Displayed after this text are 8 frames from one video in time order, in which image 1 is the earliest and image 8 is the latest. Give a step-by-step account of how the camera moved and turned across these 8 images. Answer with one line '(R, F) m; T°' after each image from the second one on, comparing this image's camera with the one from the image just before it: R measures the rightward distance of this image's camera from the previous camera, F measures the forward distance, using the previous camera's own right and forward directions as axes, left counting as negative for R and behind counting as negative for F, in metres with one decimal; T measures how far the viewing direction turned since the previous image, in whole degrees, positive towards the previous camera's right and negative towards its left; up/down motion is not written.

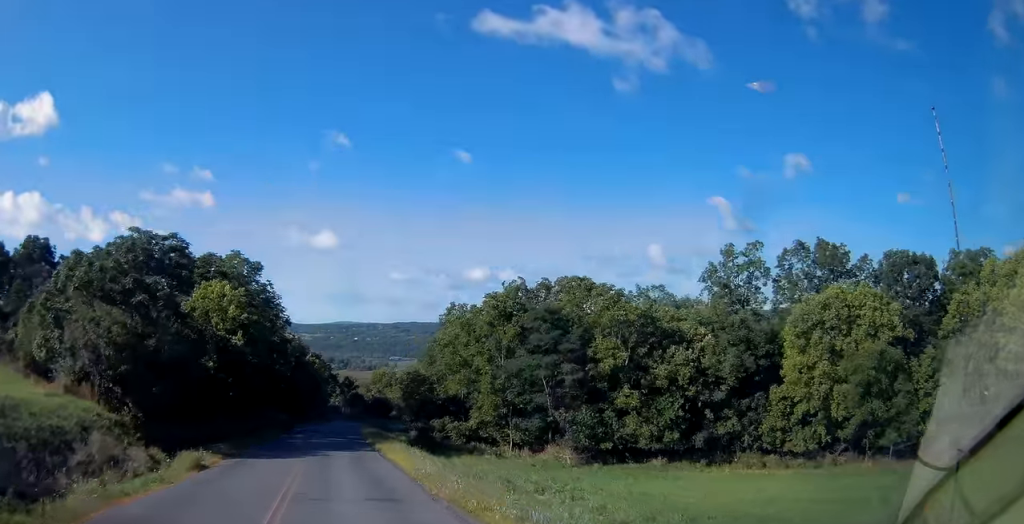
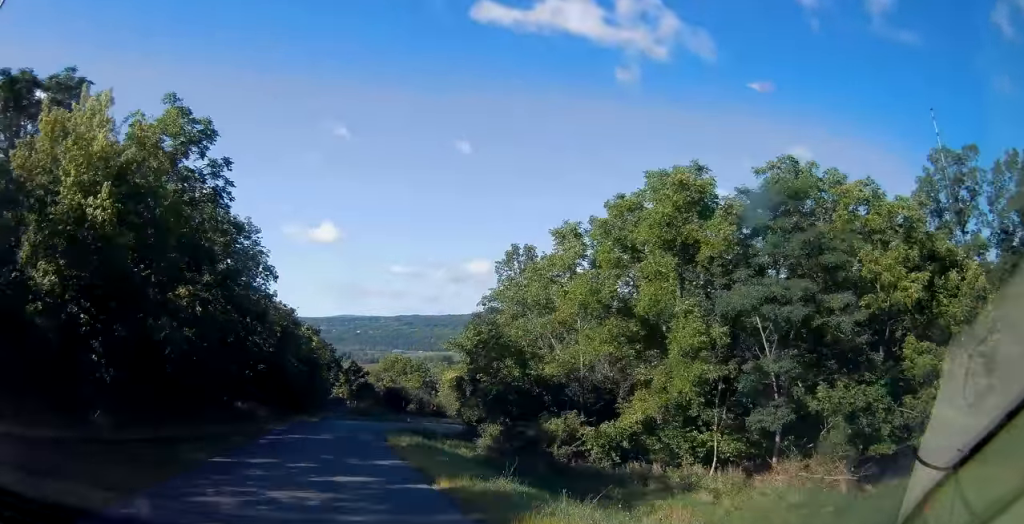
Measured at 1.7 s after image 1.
(+0.1, +23.2) m; +2°
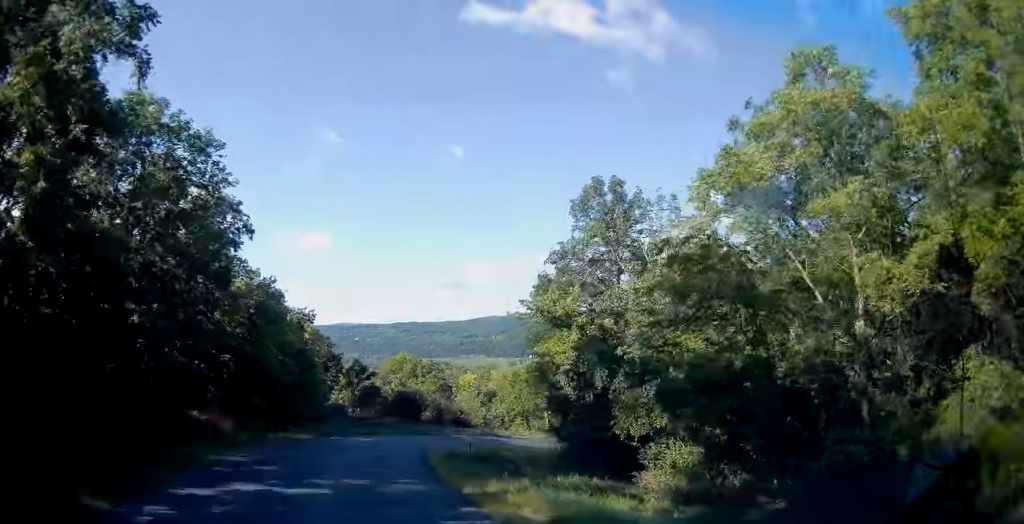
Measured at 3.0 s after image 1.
(+0.2, +16.0) m; 0°
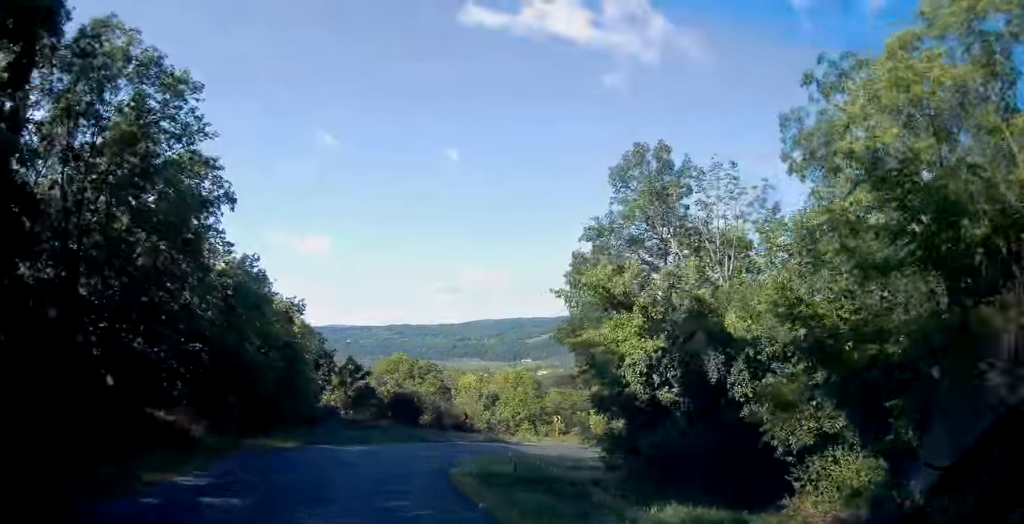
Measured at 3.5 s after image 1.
(-0.1, +5.4) m; 0°
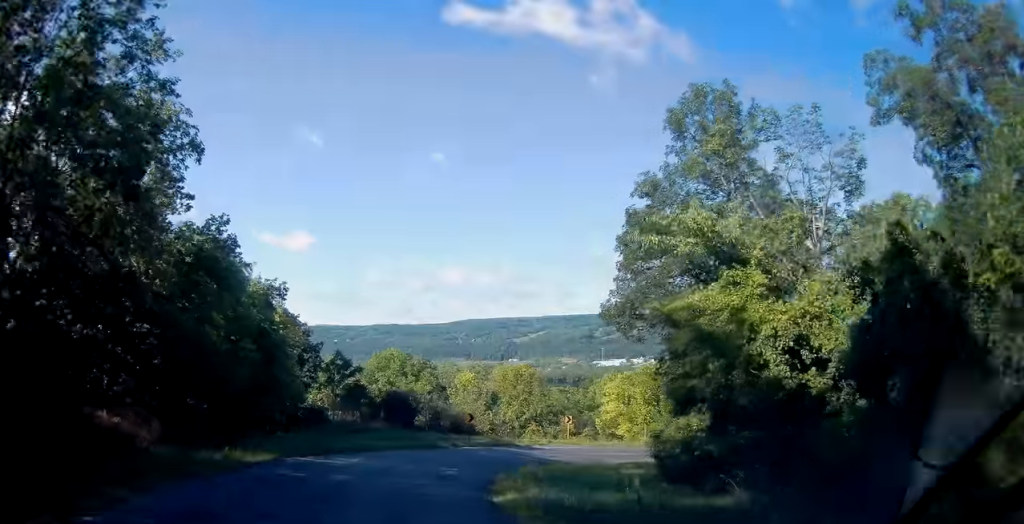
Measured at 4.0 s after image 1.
(+0.1, +6.2) m; +2°
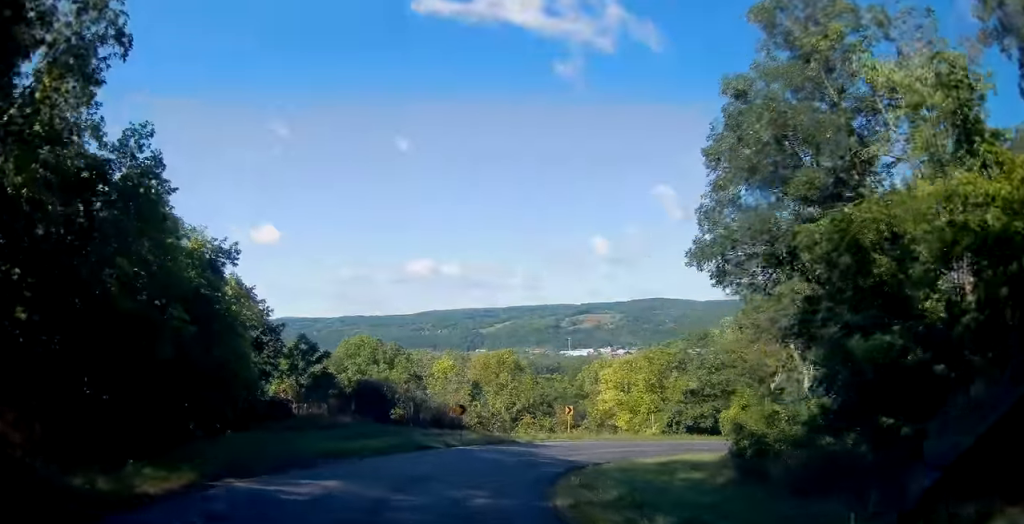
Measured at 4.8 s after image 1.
(+0.2, +8.2) m; +5°
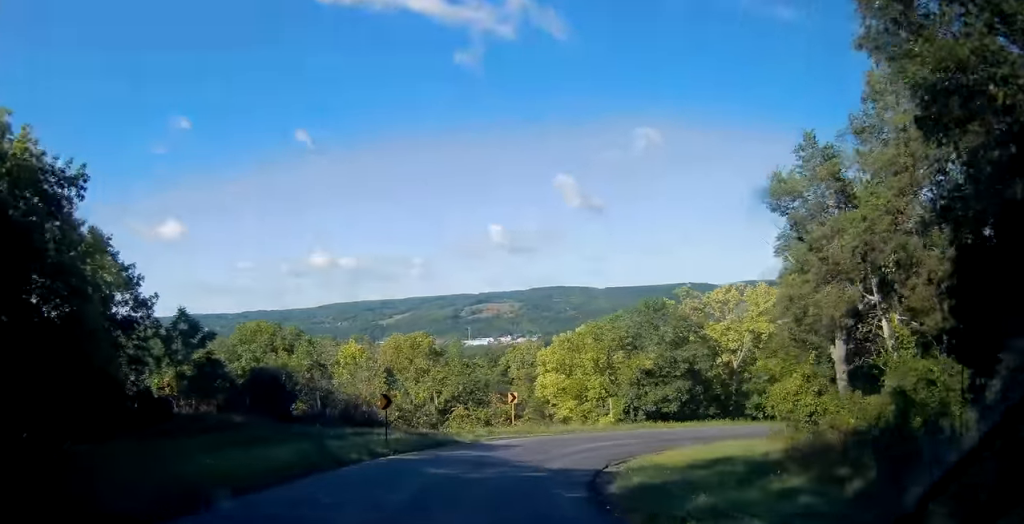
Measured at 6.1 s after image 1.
(+1.0, +10.7) m; +13°
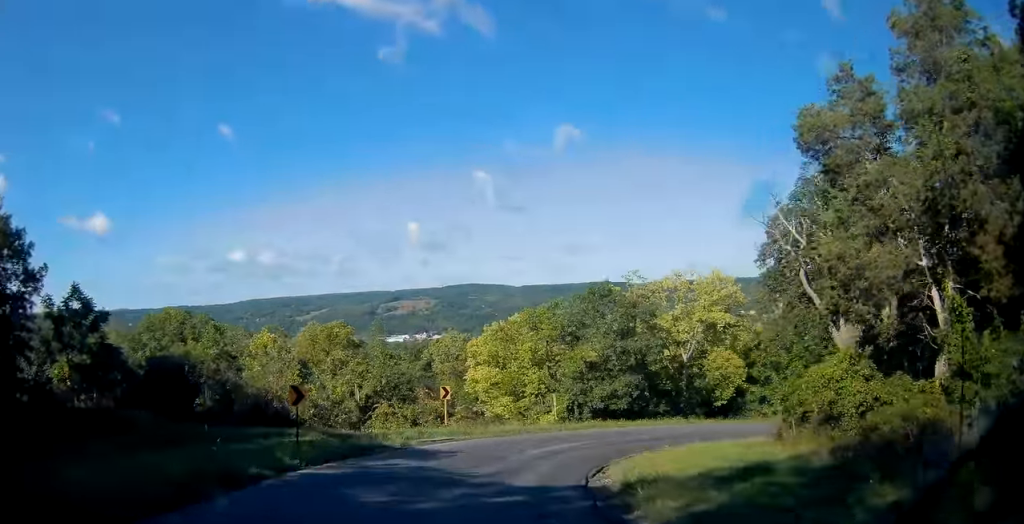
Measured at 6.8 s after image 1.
(+0.3, +5.7) m; +9°
